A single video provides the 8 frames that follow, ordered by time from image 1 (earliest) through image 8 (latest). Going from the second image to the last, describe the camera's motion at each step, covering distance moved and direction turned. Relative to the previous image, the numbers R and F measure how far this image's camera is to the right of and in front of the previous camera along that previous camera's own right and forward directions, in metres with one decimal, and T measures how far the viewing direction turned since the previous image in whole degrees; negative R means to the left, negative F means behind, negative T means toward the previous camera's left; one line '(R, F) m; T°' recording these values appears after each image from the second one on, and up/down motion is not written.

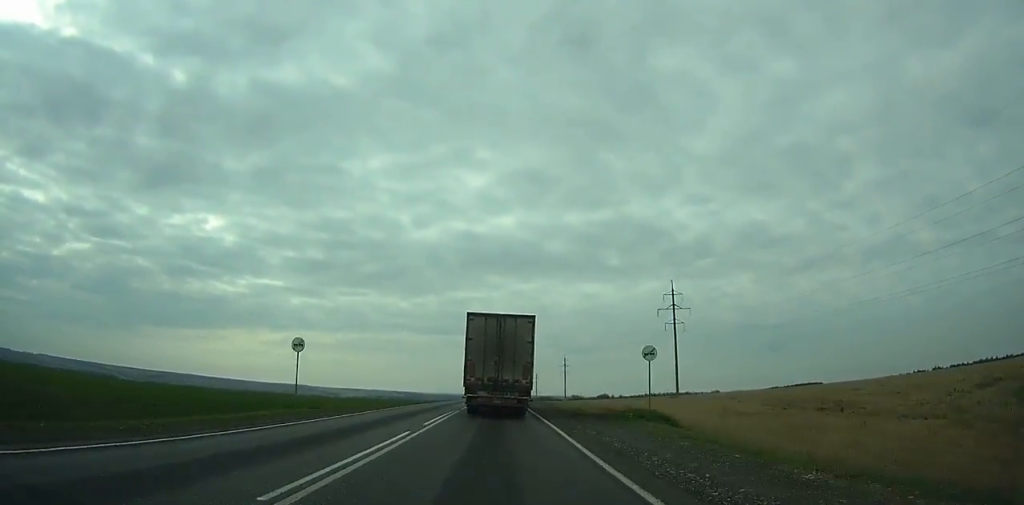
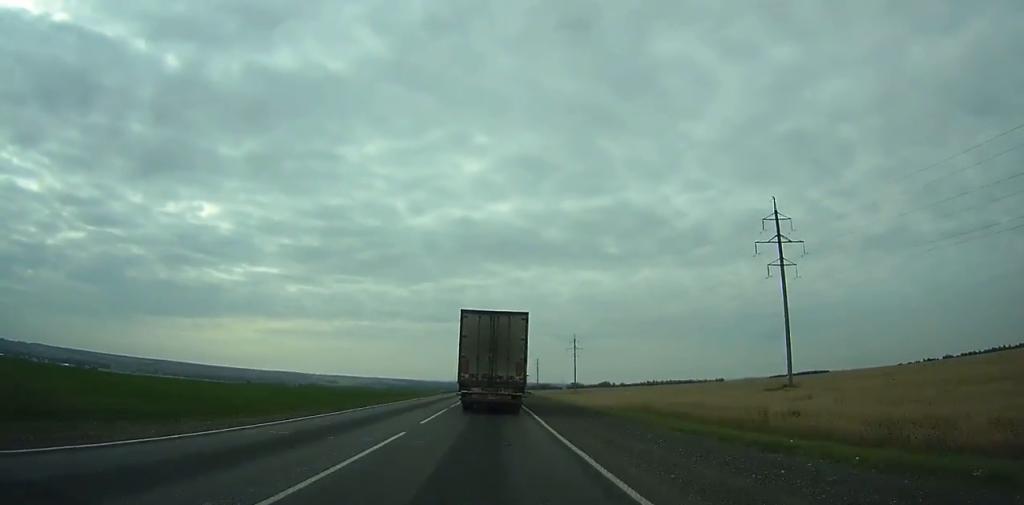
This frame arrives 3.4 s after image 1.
(+0.1, +52.6) m; 0°
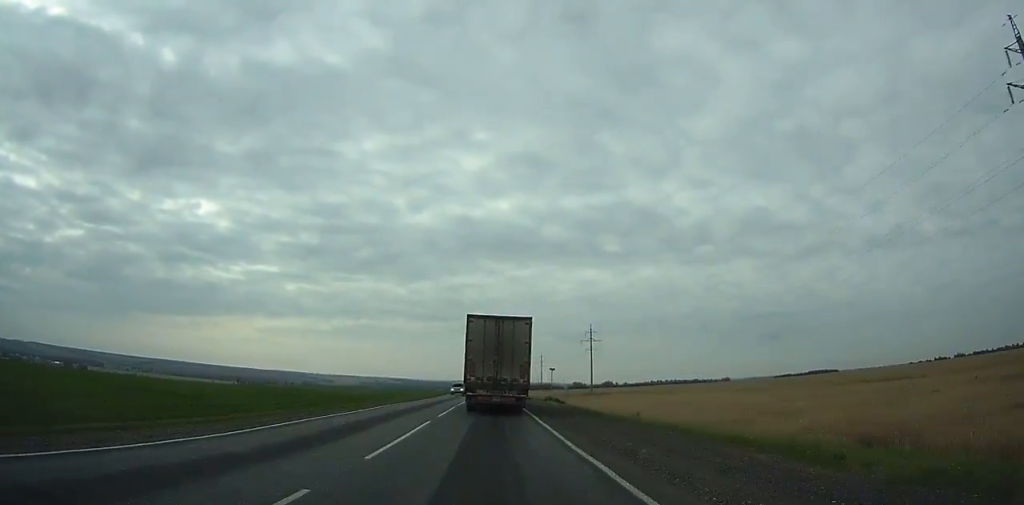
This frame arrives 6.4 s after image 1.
(0.0, +45.7) m; 0°
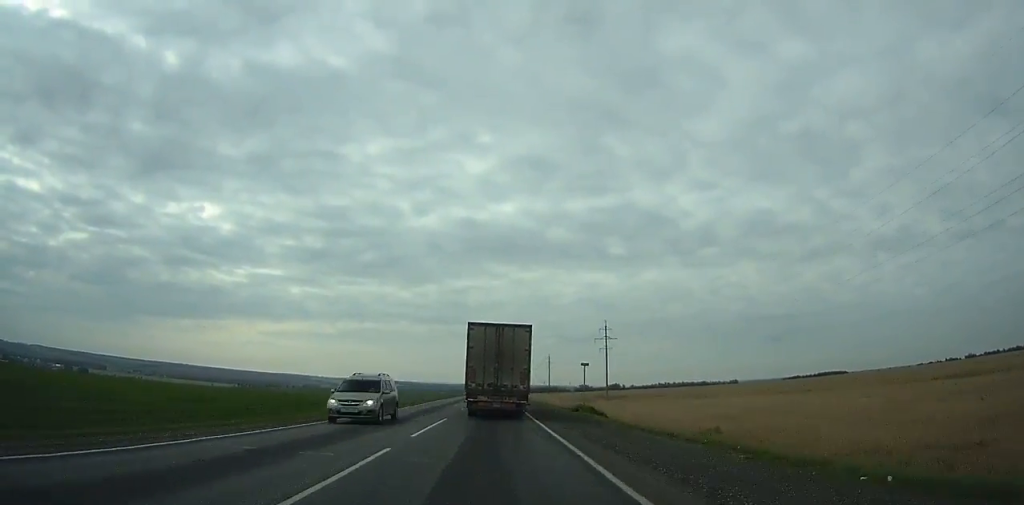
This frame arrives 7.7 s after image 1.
(0.0, +19.8) m; 0°
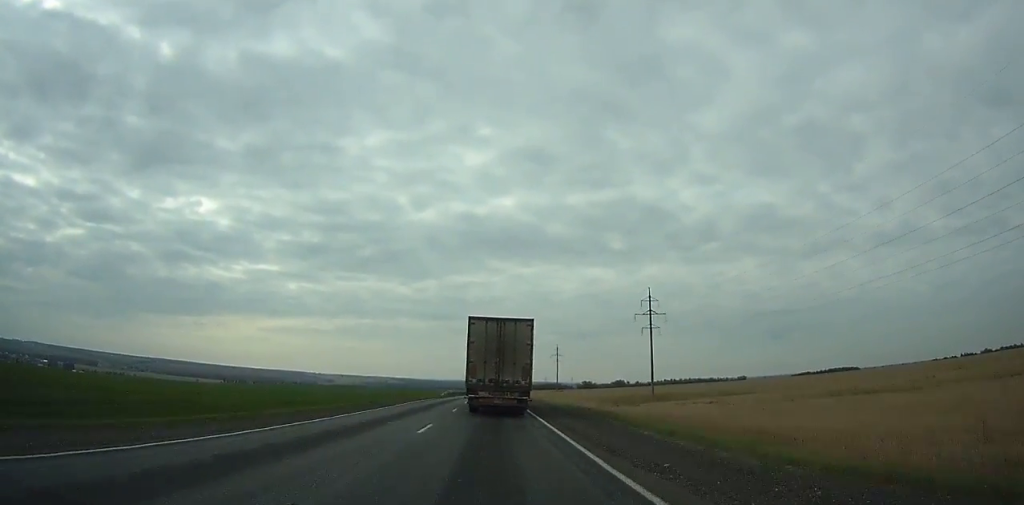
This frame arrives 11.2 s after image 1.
(0.0, +54.1) m; 0°
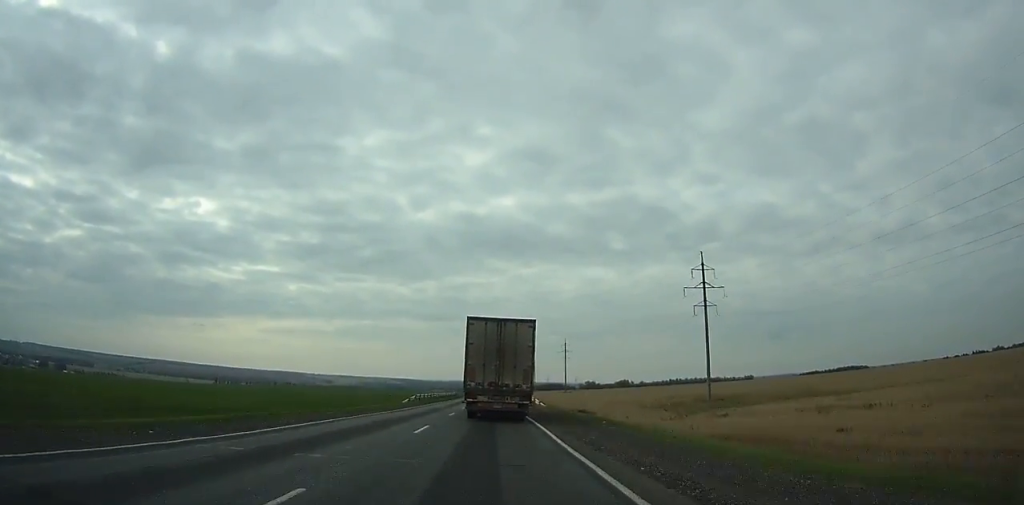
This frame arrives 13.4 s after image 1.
(-0.1, +34.6) m; 0°
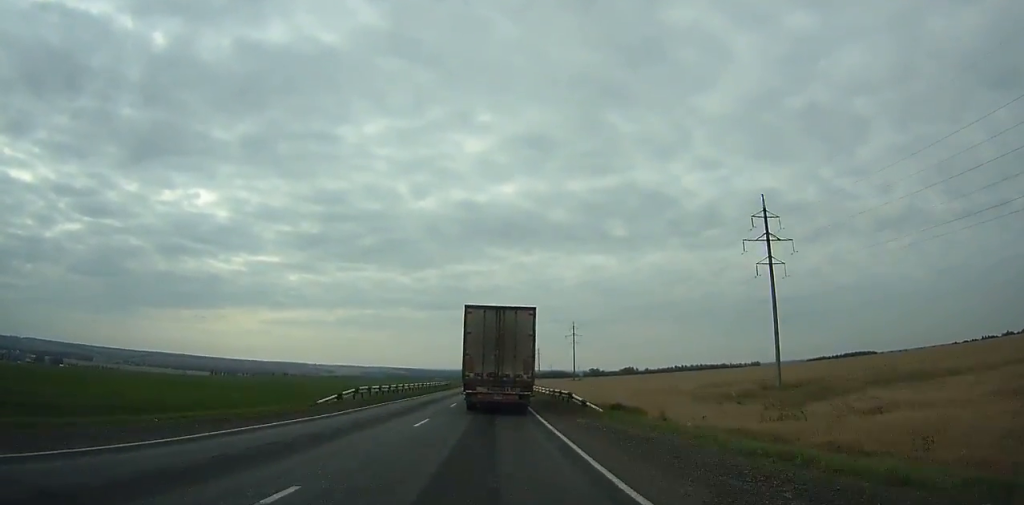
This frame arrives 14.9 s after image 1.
(0.0, +23.9) m; 0°
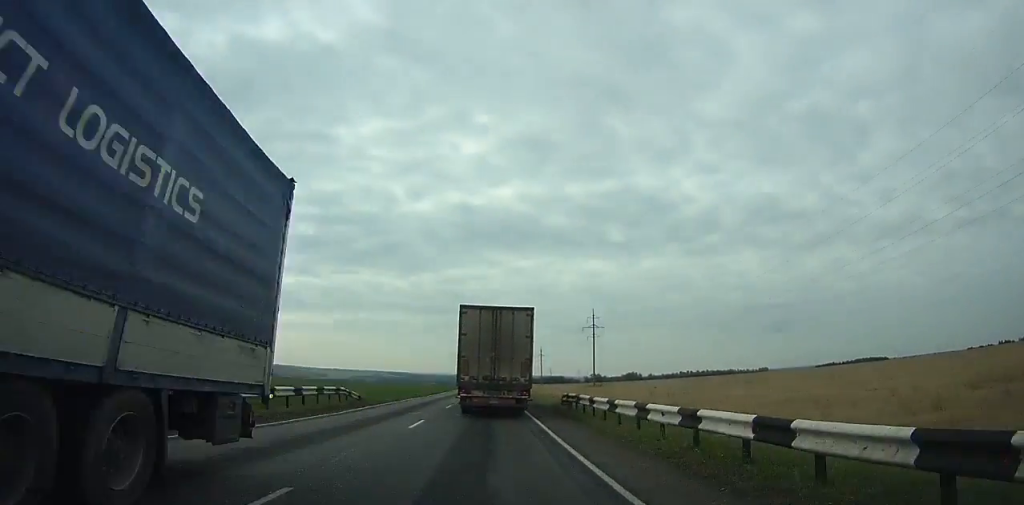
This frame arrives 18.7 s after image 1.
(-0.1, +60.6) m; 0°
